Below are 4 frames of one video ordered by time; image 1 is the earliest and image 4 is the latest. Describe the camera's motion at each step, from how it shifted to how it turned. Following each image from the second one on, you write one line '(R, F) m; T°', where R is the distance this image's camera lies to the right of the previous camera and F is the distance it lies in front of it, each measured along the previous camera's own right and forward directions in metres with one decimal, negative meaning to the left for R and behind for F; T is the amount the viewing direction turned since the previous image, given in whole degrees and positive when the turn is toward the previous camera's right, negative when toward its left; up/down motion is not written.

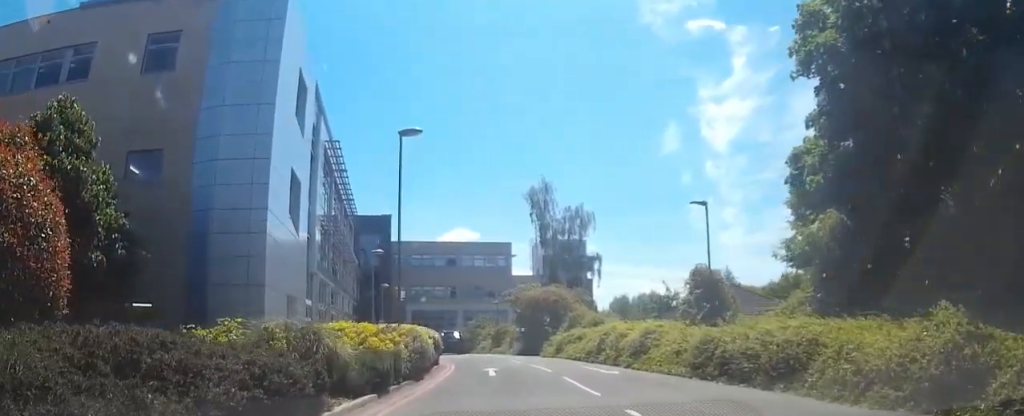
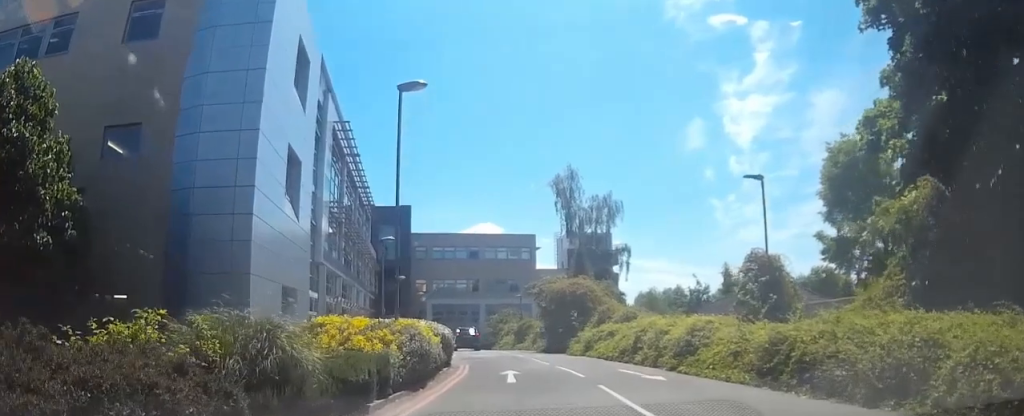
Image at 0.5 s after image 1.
(0.0, +2.9) m; -1°
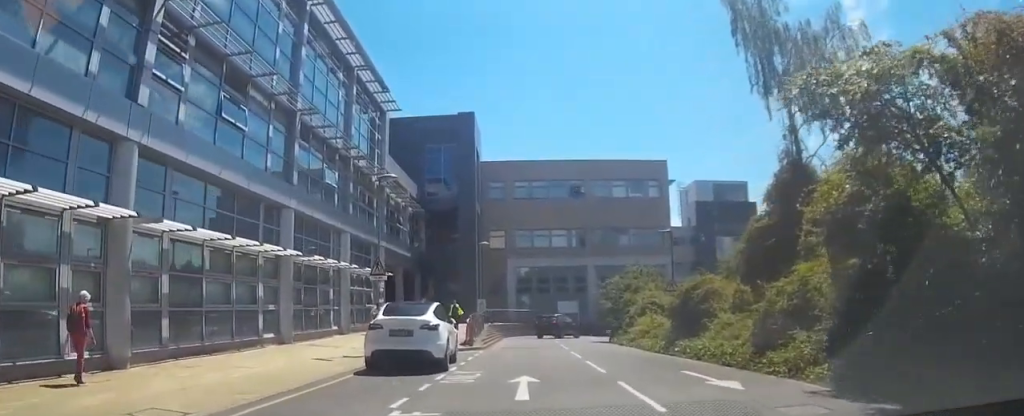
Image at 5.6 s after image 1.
(-4.7, +31.2) m; -16°
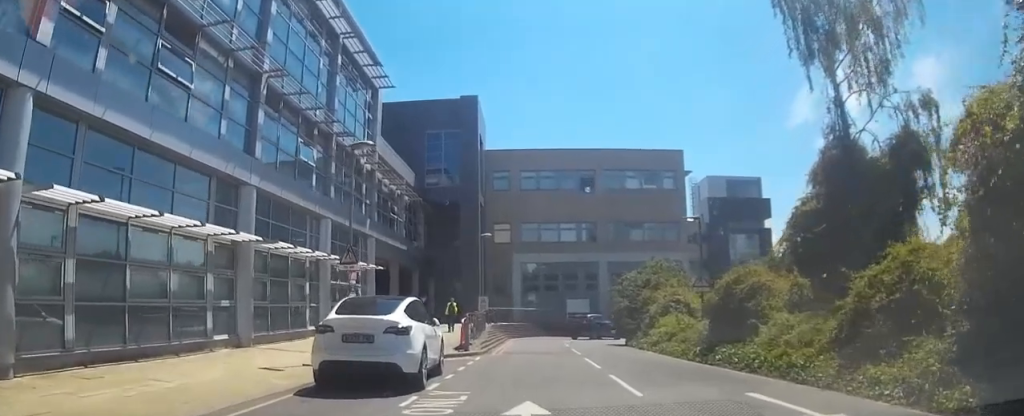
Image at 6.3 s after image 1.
(0.0, +4.2) m; -1°
